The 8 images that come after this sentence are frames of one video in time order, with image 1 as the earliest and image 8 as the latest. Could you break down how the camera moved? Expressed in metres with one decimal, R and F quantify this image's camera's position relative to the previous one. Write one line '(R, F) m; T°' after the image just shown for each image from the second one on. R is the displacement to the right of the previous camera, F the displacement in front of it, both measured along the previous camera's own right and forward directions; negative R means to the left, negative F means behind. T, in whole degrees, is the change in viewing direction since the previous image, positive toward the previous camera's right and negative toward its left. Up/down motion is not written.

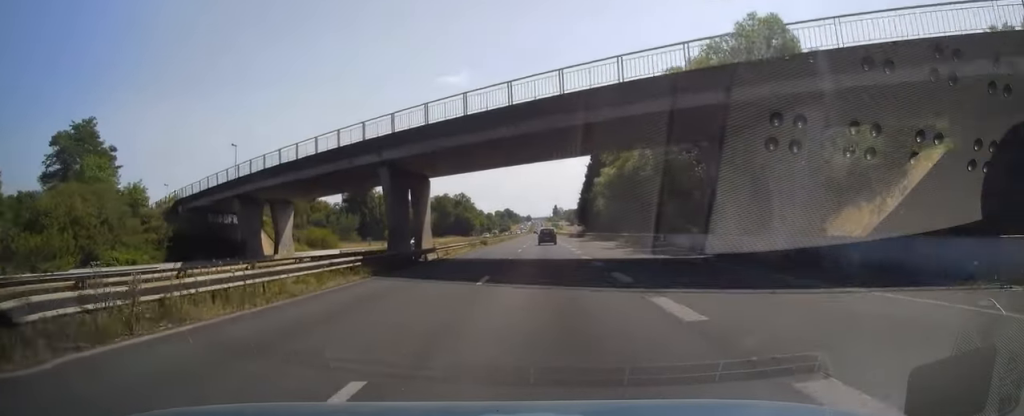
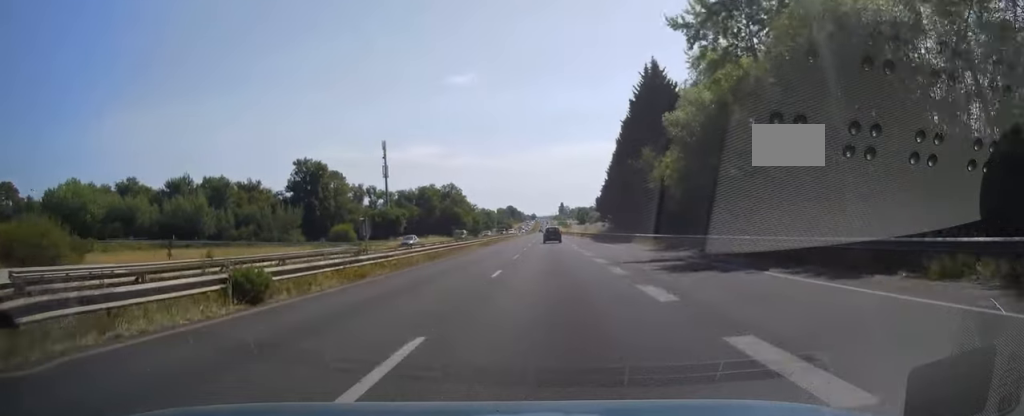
(-0.3, +49.8) m; 0°
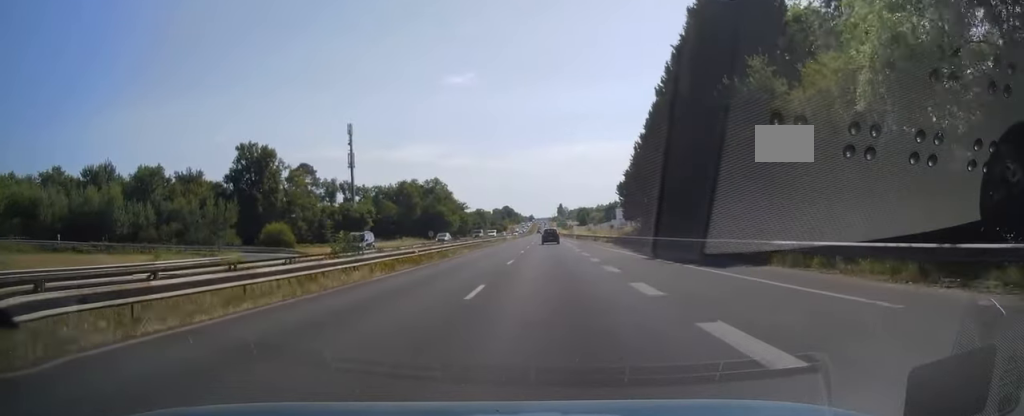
(+0.3, +31.3) m; 0°
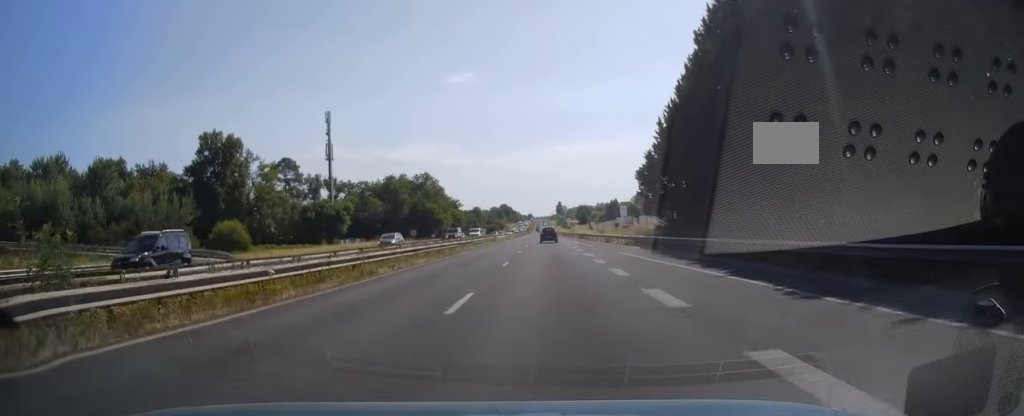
(-0.2, +15.2) m; 0°
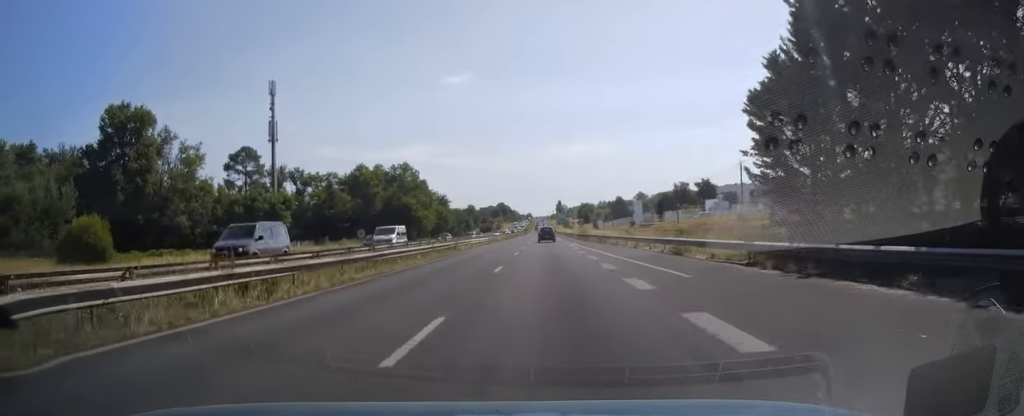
(-0.2, +29.8) m; 0°
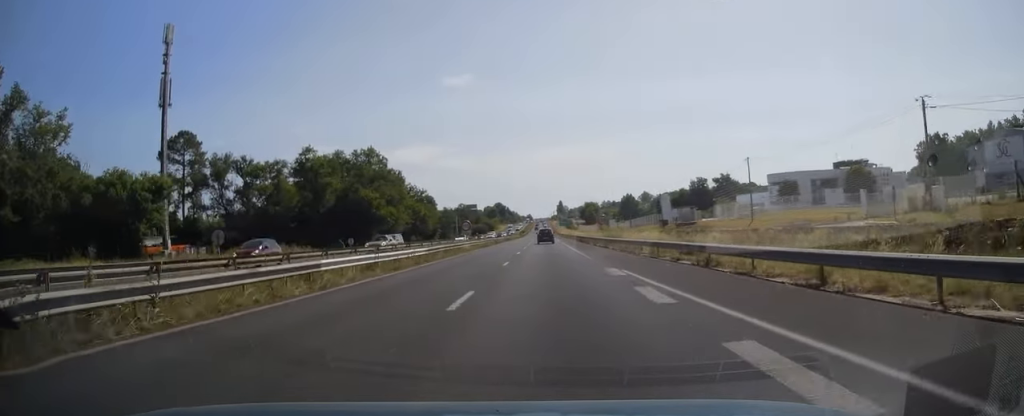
(0.0, +34.9) m; 0°
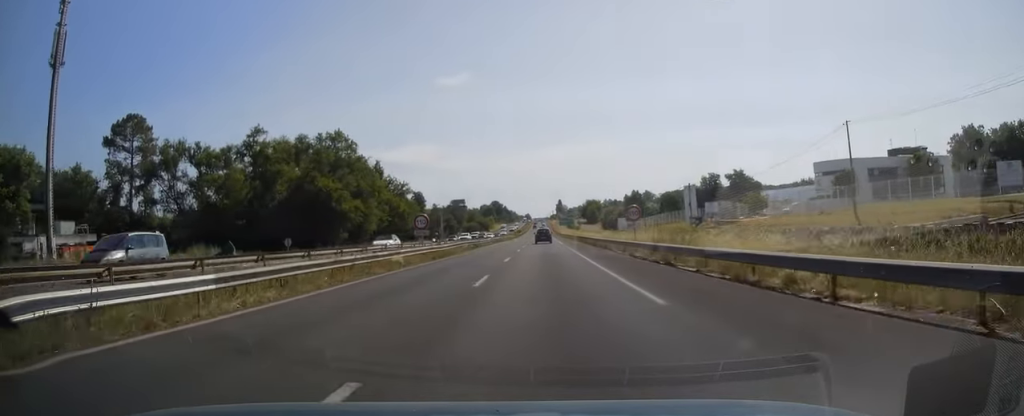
(0.0, +21.8) m; 0°
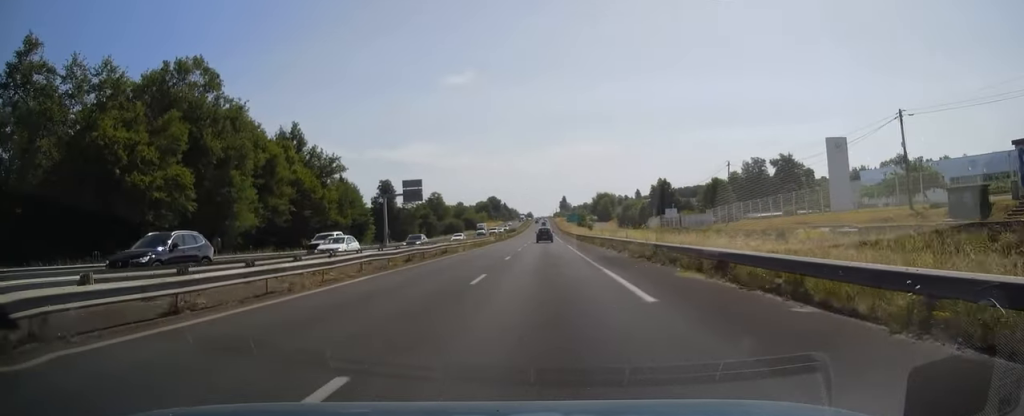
(0.0, +51.6) m; 0°
